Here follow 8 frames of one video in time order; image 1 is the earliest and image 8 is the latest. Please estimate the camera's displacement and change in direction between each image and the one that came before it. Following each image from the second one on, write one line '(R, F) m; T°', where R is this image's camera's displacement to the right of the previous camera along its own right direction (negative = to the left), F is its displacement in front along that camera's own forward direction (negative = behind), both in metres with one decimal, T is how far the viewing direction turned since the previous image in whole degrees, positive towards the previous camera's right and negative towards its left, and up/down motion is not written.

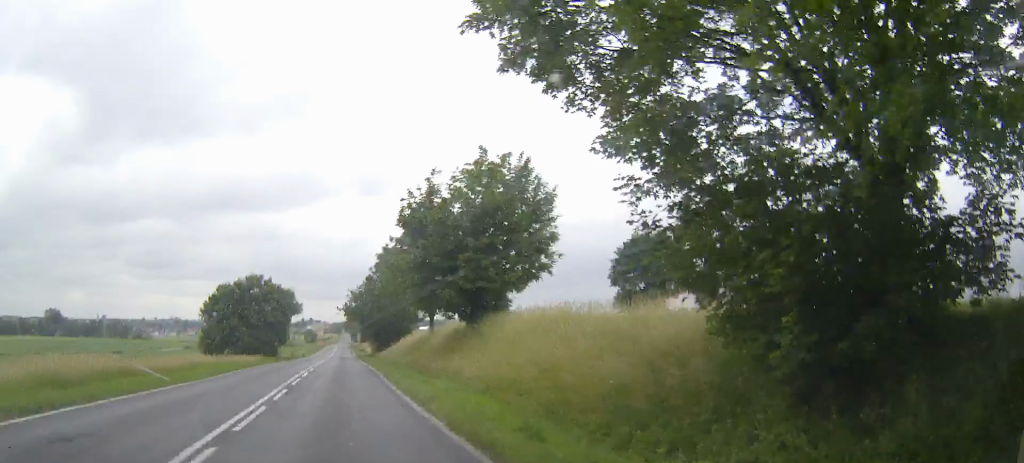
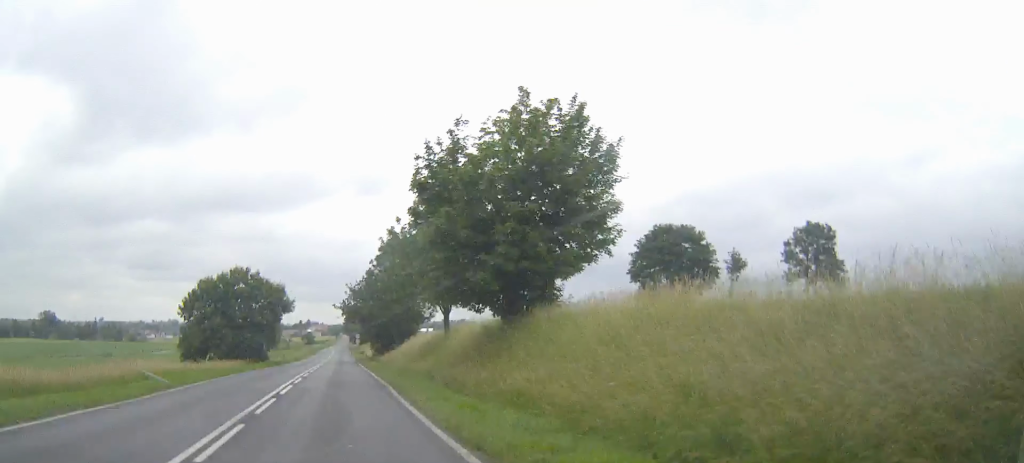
(0.0, +8.3) m; 0°
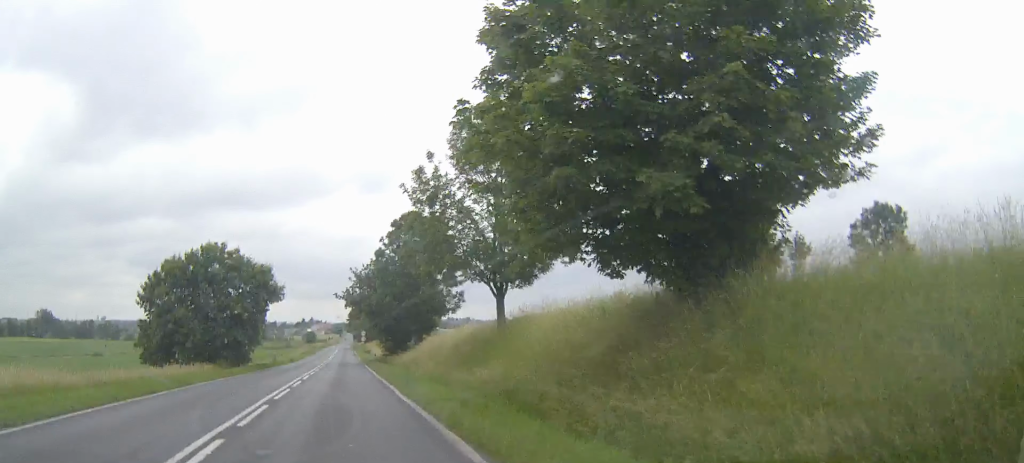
(+0.1, +14.4) m; 0°
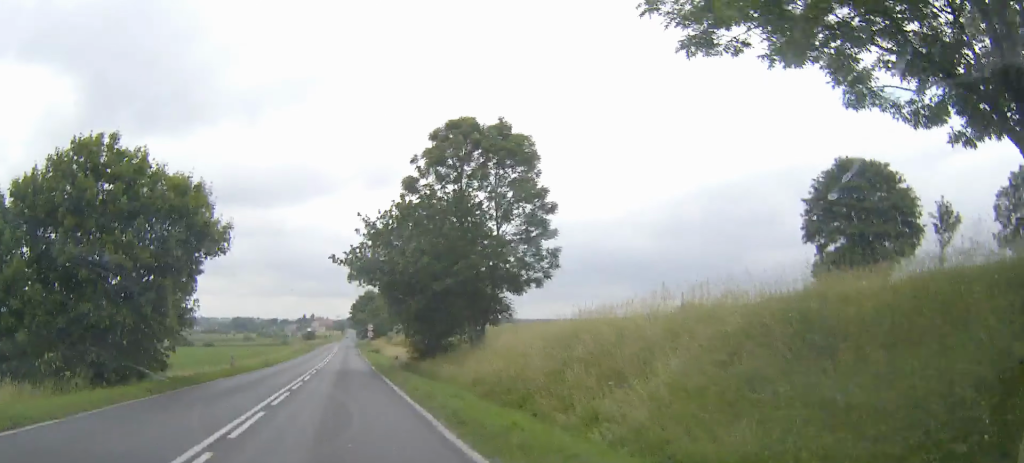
(0.0, +25.4) m; 0°
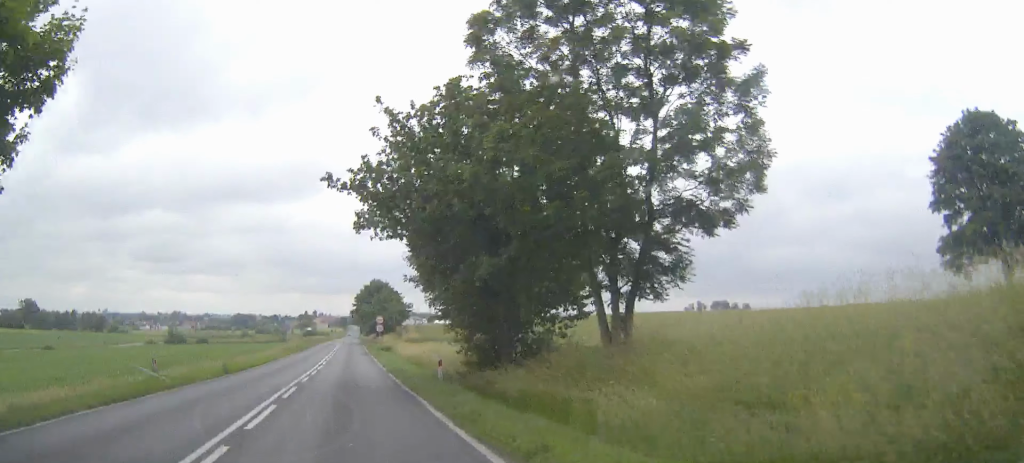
(0.0, +17.0) m; 0°
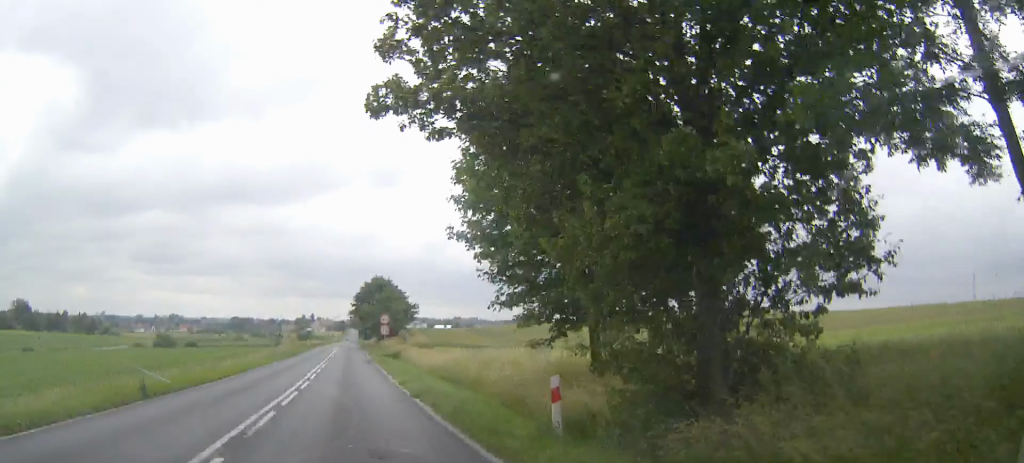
(0.0, +12.2) m; 0°
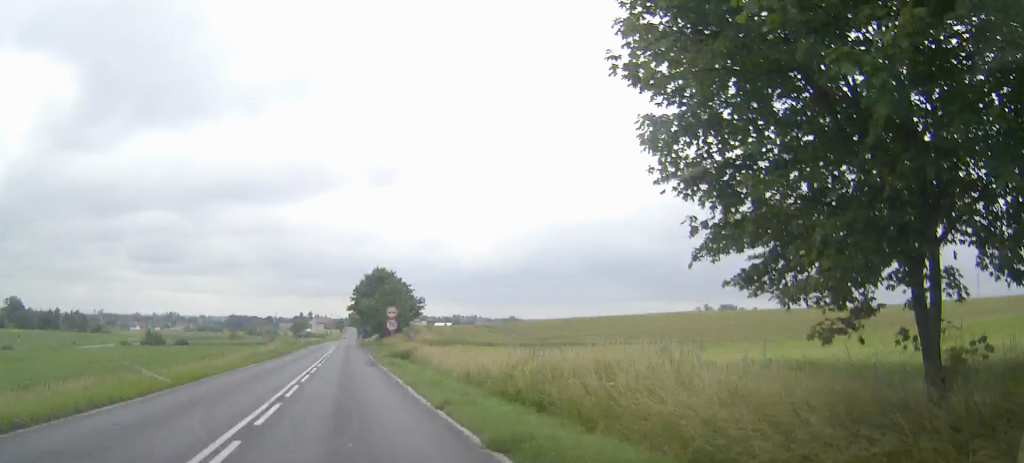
(0.0, +10.8) m; 0°
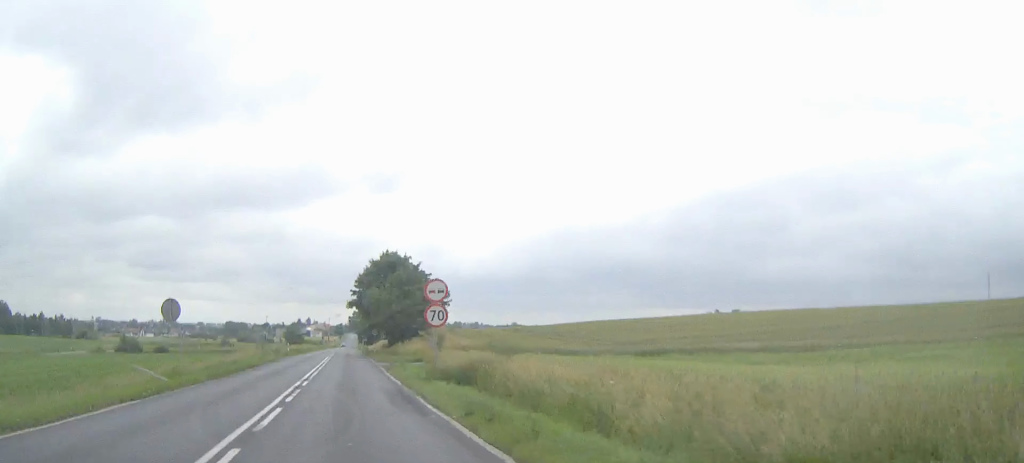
(+0.1, +24.2) m; 0°
